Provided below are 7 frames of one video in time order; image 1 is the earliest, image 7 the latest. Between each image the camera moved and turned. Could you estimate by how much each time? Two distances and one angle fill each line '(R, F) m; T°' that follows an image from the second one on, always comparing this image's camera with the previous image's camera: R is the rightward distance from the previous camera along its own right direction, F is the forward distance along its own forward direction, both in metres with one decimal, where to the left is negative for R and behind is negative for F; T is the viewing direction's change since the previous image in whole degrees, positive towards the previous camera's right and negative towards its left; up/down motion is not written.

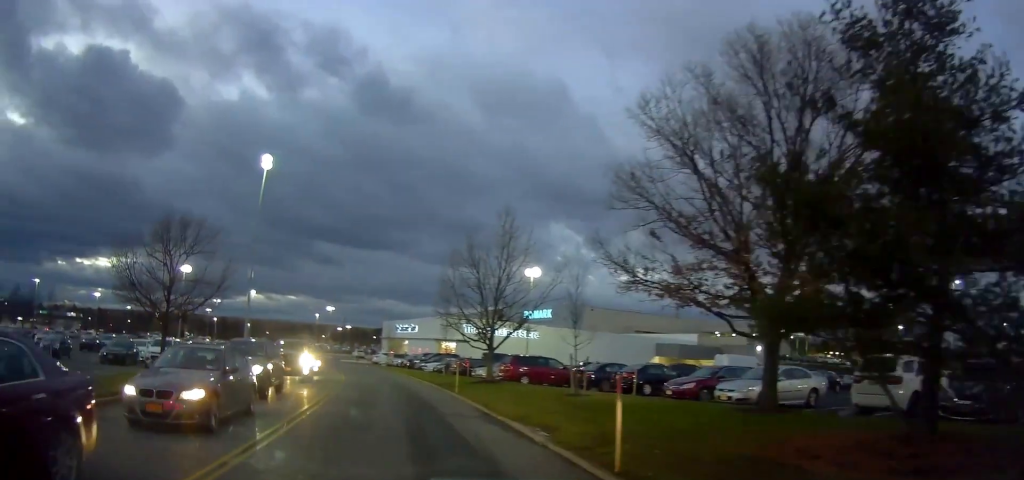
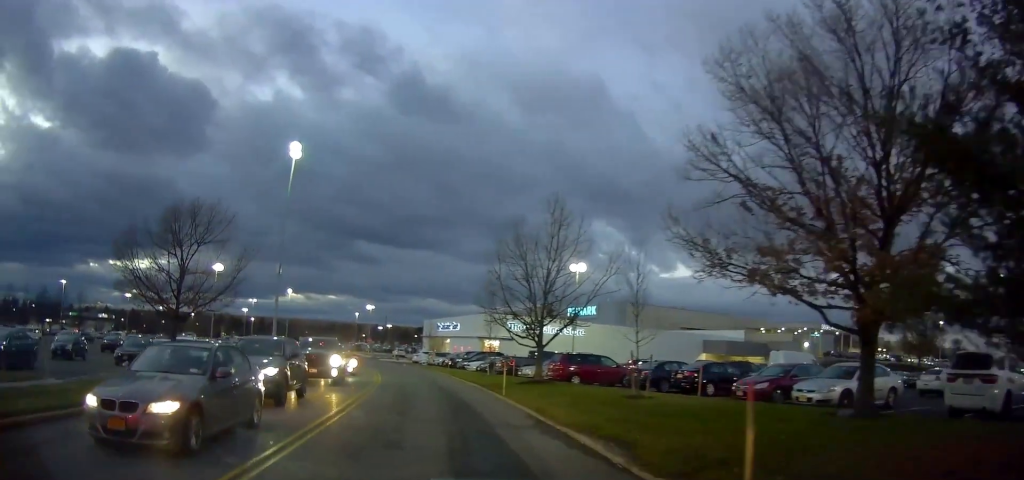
(-0.1, +2.2) m; -1°
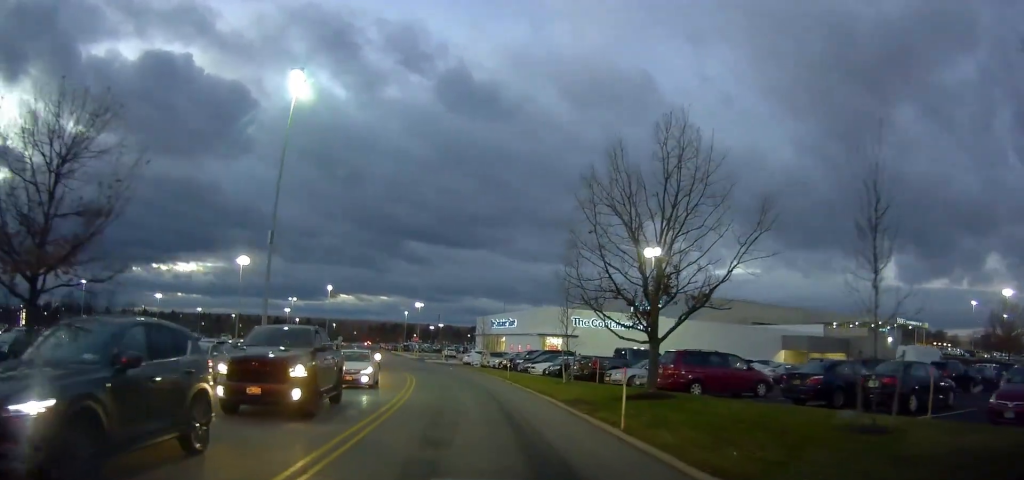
(+0.2, +9.0) m; -1°
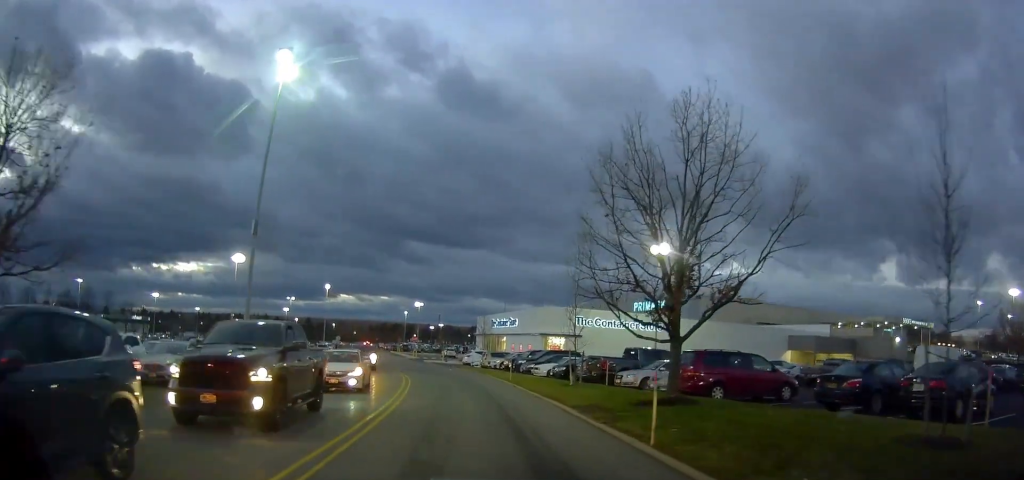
(-0.1, +1.9) m; -2°
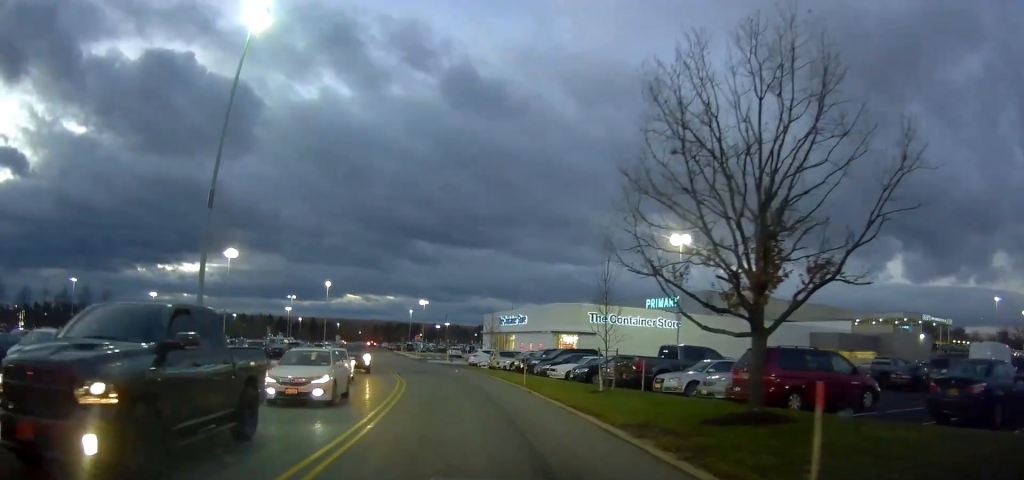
(-0.1, +4.0) m; -1°
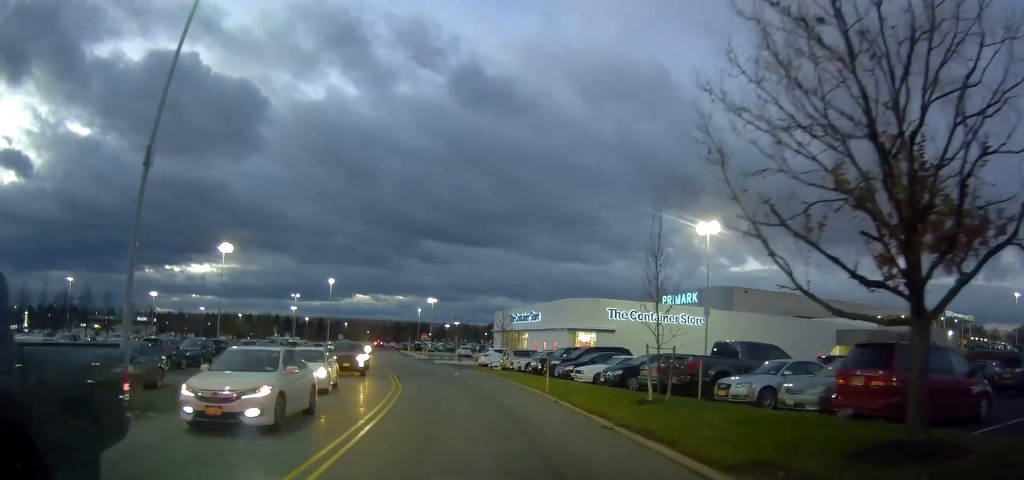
(0.0, +3.7) m; -1°
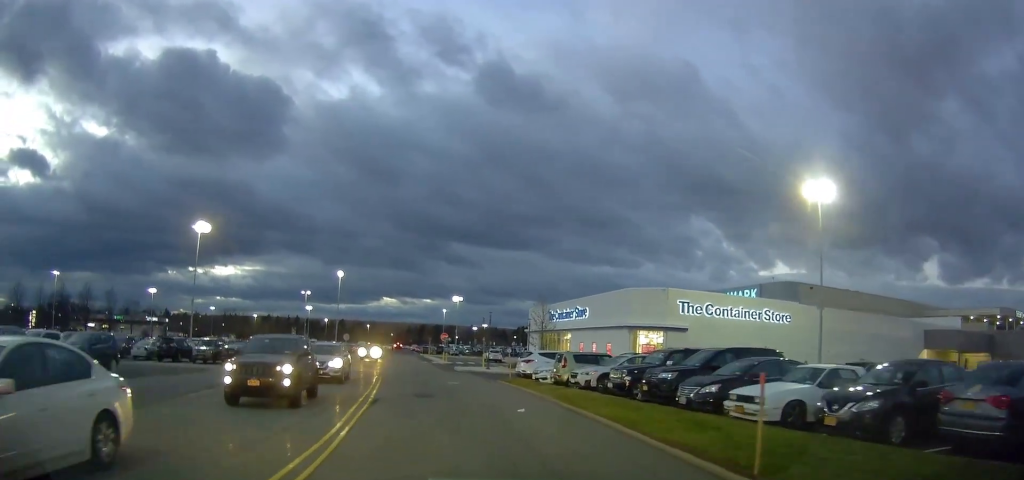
(-0.5, +11.5) m; -1°
